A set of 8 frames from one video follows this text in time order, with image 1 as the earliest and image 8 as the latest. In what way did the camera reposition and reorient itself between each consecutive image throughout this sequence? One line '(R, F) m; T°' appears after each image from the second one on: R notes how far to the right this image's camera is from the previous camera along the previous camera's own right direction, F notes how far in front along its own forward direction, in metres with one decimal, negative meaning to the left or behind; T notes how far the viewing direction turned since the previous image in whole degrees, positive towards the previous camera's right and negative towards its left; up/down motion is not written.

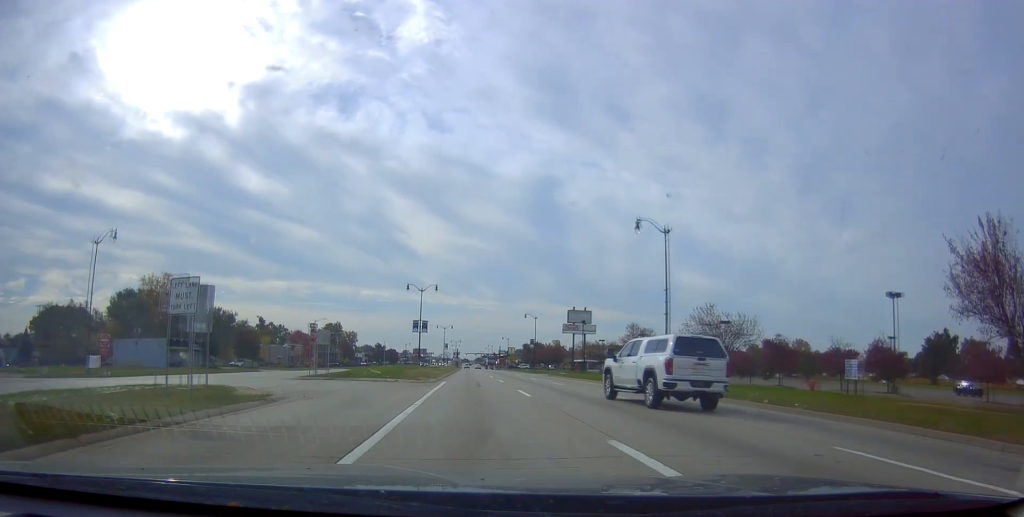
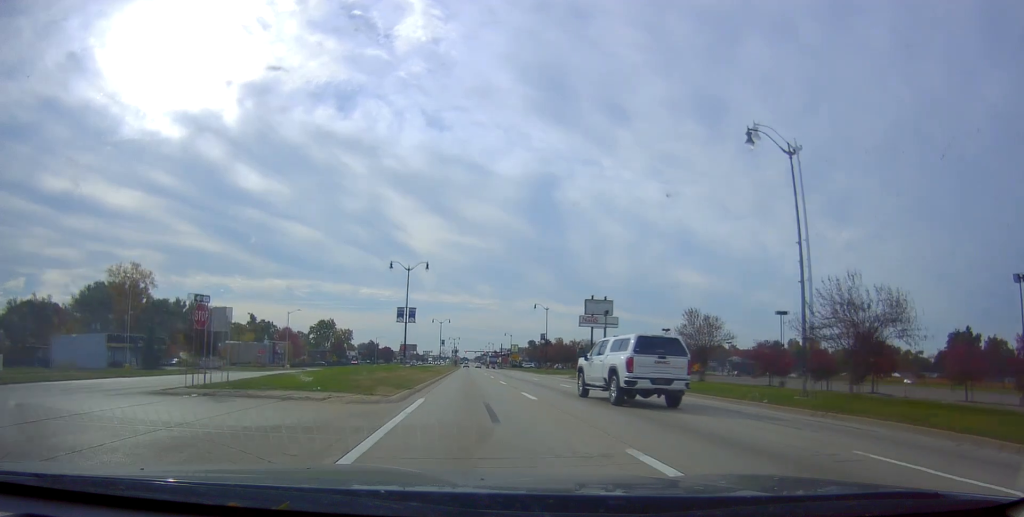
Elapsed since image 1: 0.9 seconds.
(-0.7, +16.9) m; 0°
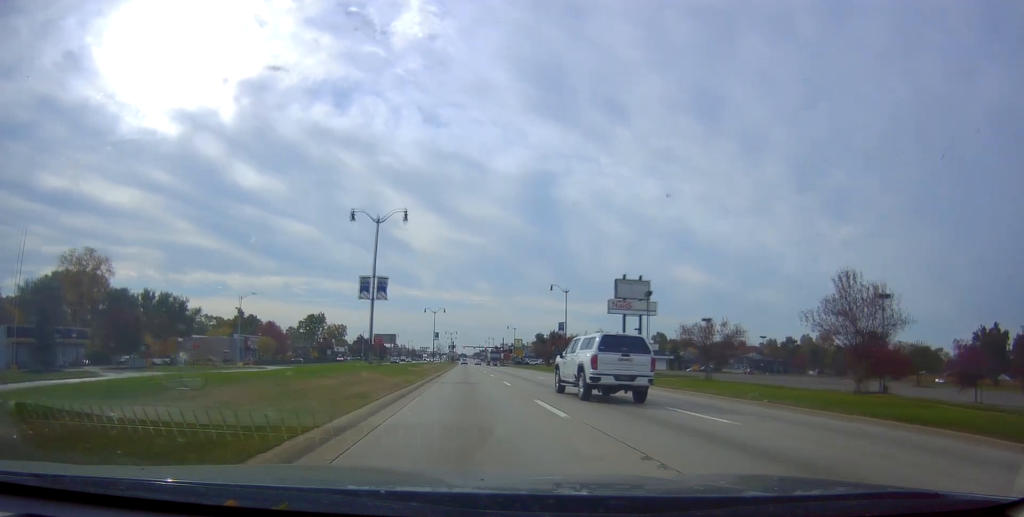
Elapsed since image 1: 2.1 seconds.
(+0.8, +20.4) m; +3°
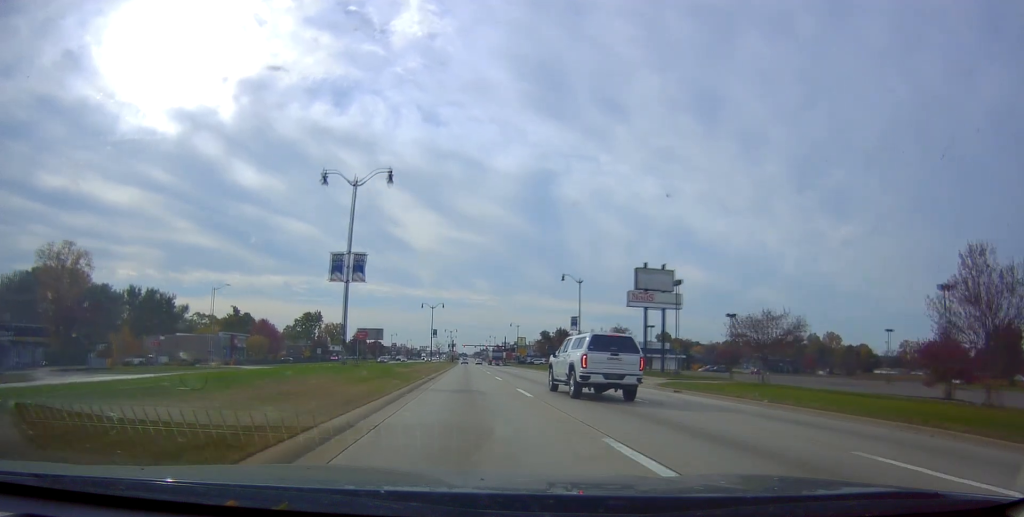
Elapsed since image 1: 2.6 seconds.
(0.0, +8.9) m; 0°
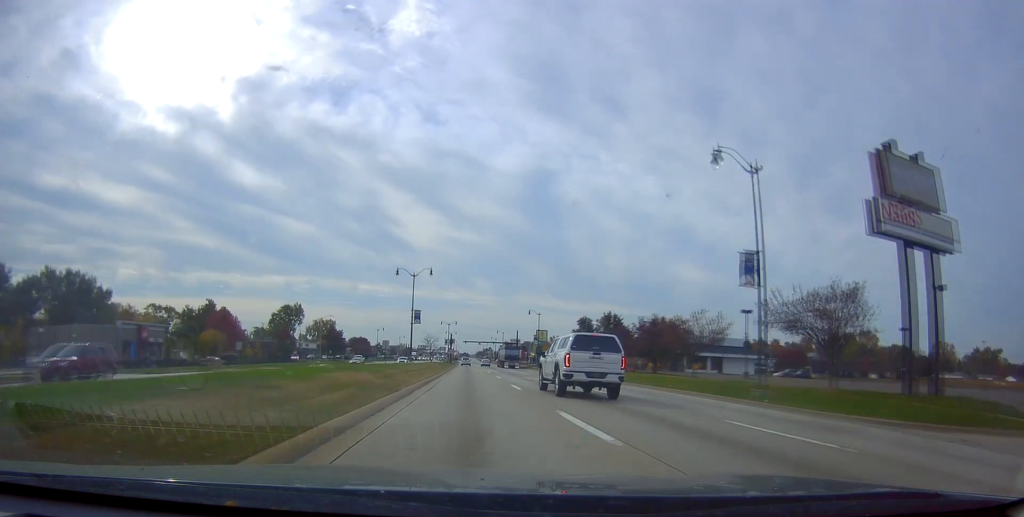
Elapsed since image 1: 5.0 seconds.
(0.0, +42.2) m; 0°
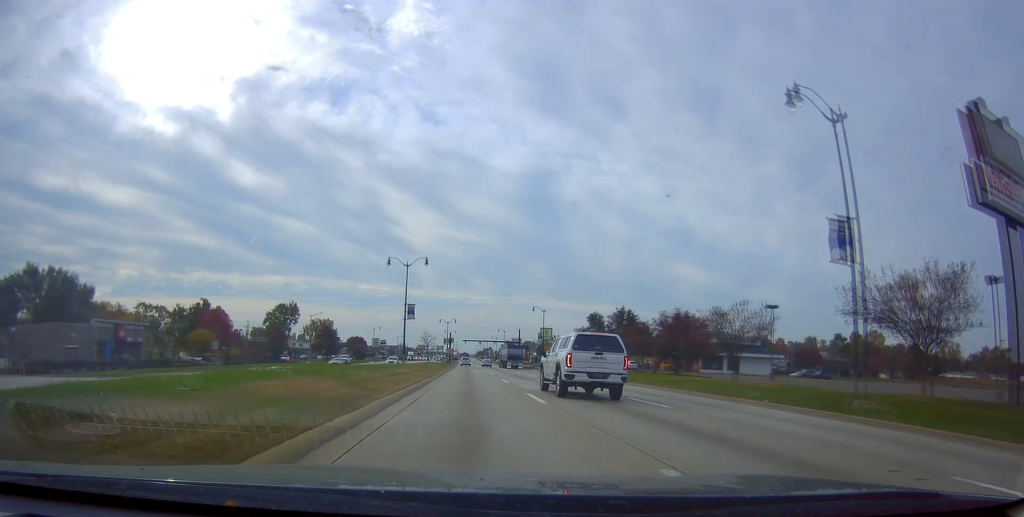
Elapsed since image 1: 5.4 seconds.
(0.0, +7.2) m; -1°
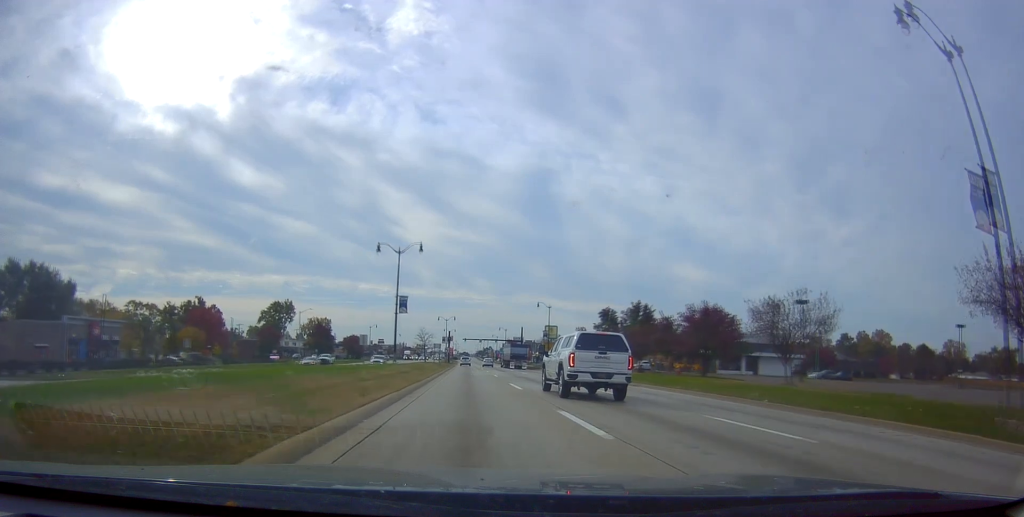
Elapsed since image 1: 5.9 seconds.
(+0.1, +7.2) m; -1°
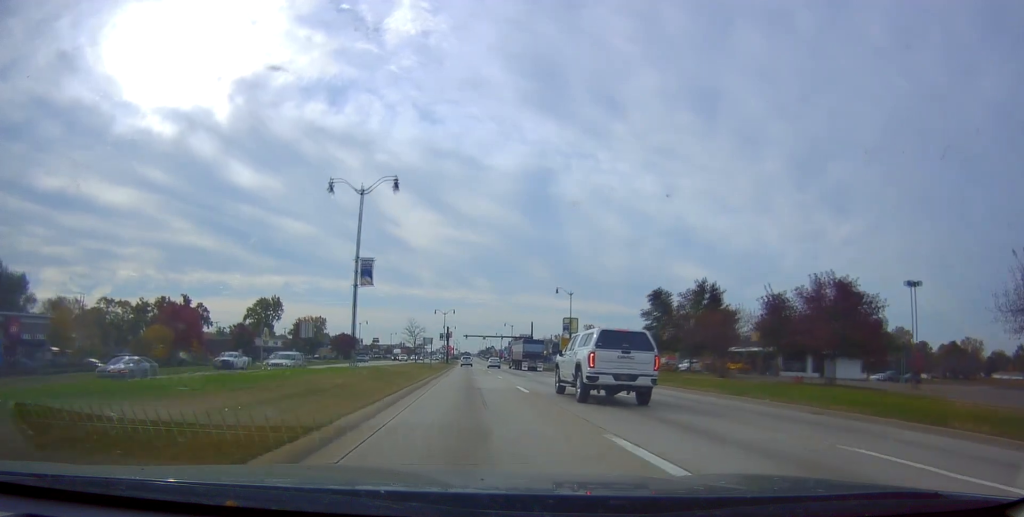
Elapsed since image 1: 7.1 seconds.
(-0.4, +19.7) m; 0°
